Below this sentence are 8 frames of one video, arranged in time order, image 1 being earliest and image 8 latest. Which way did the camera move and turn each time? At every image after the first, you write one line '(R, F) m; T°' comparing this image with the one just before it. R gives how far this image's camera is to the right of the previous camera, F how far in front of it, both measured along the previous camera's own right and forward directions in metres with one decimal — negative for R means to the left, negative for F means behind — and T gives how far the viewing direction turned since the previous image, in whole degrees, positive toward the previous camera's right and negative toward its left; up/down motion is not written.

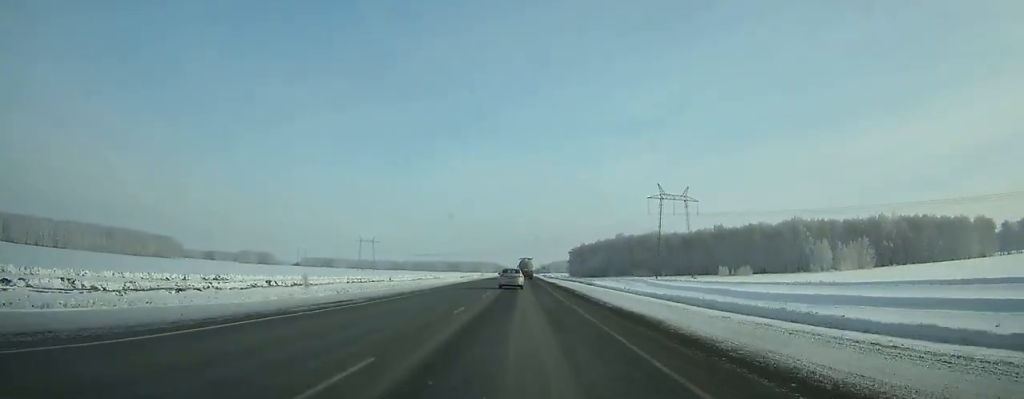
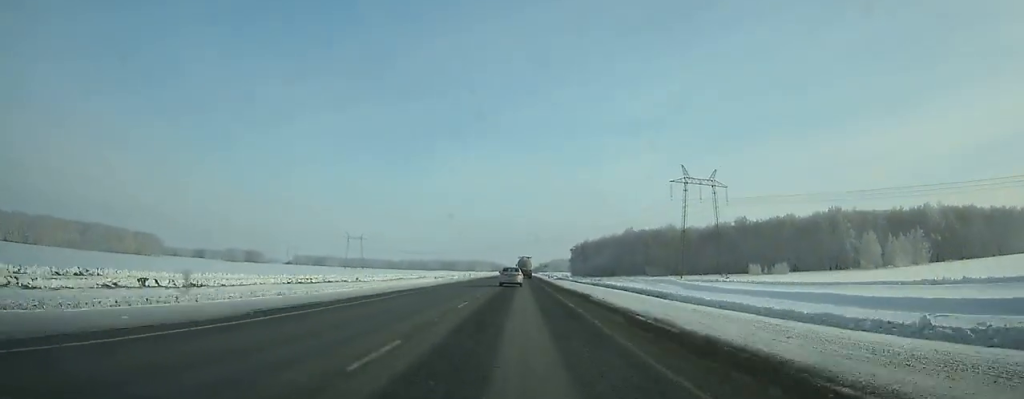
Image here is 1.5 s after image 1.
(0.0, +30.9) m; 0°
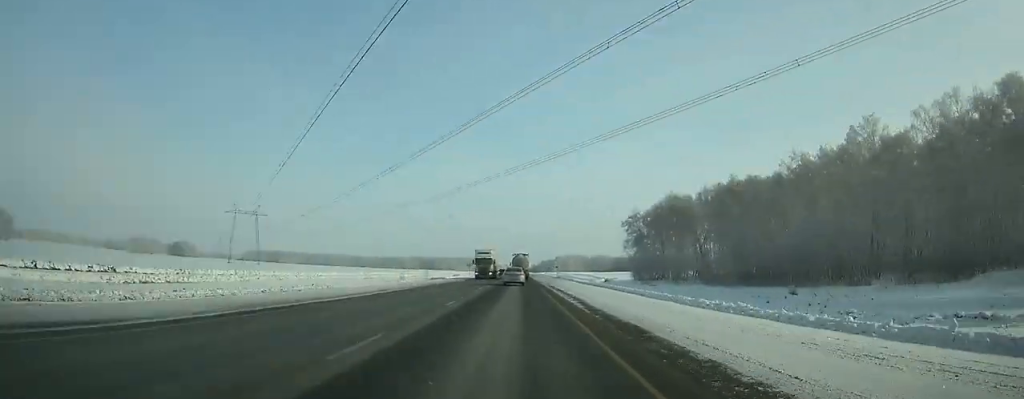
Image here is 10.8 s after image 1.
(+0.8, +214.1) m; 0°
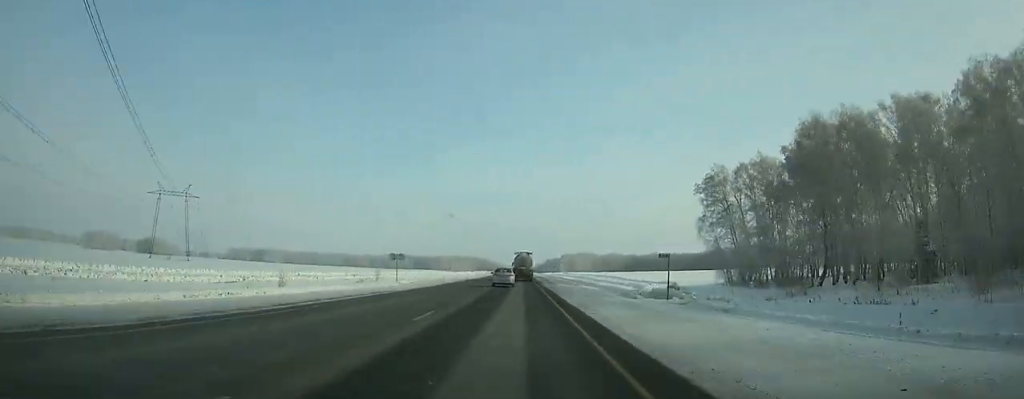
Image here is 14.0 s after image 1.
(-0.2, +82.0) m; 0°
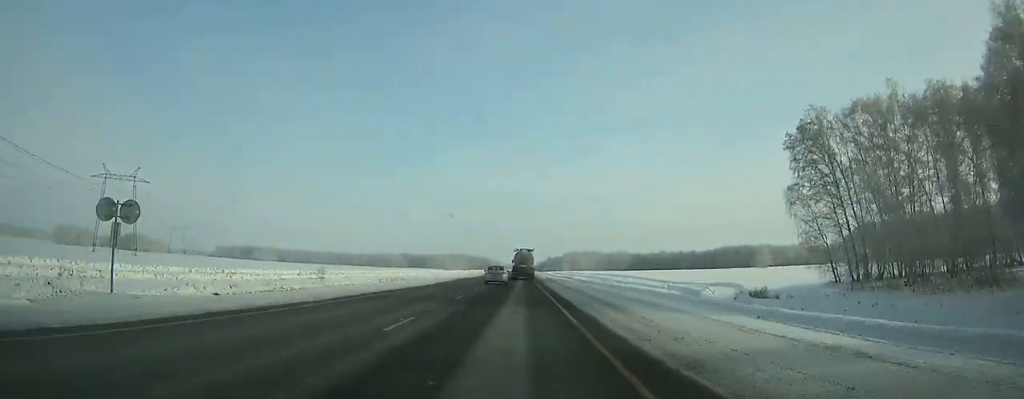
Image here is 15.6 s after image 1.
(0.0, +41.6) m; 0°
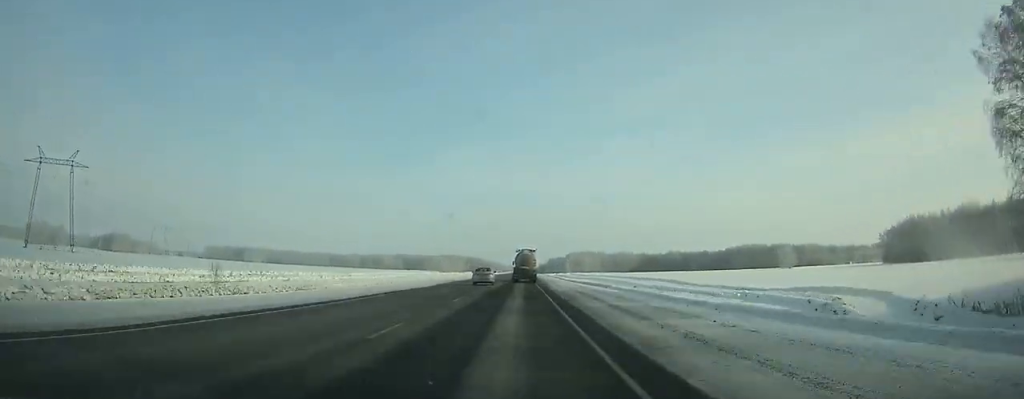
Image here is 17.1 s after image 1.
(-0.1, +39.9) m; 0°
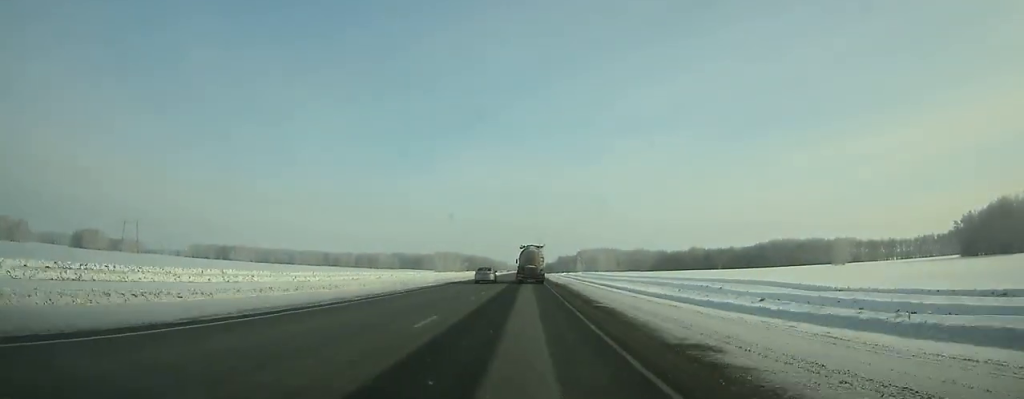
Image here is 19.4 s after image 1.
(-0.1, +60.6) m; 0°
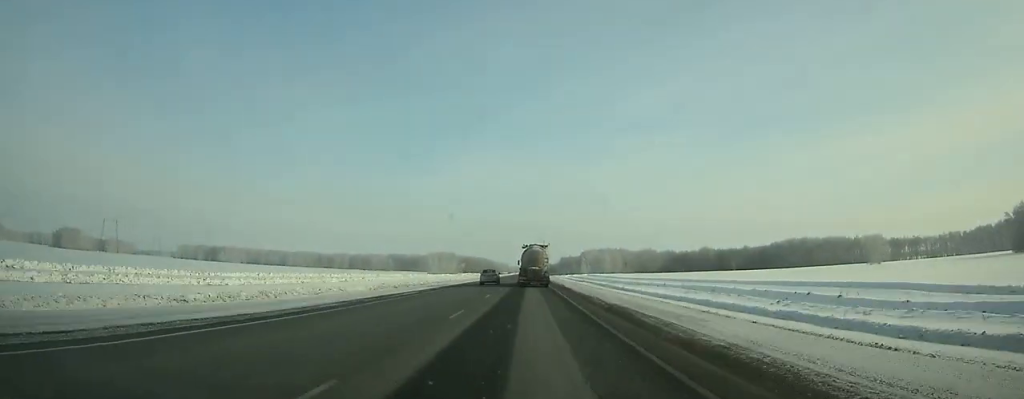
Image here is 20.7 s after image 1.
(-0.1, +34.0) m; 0°
